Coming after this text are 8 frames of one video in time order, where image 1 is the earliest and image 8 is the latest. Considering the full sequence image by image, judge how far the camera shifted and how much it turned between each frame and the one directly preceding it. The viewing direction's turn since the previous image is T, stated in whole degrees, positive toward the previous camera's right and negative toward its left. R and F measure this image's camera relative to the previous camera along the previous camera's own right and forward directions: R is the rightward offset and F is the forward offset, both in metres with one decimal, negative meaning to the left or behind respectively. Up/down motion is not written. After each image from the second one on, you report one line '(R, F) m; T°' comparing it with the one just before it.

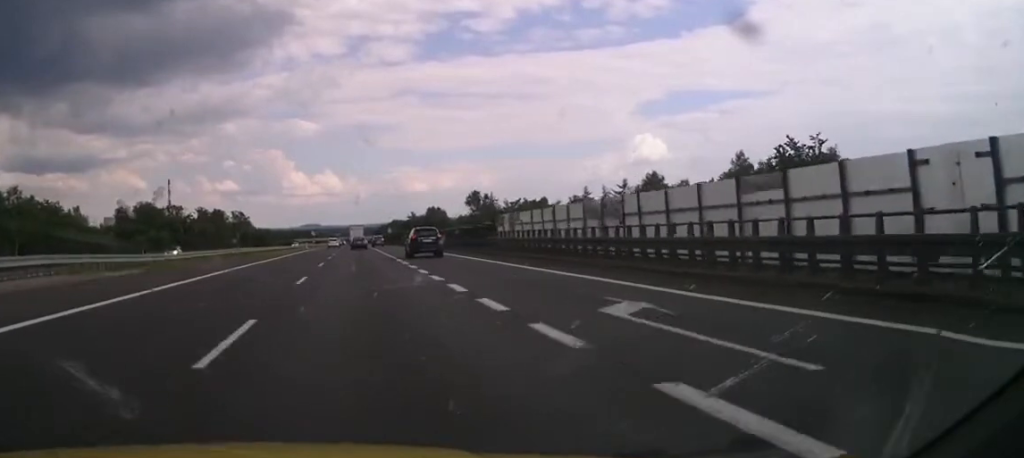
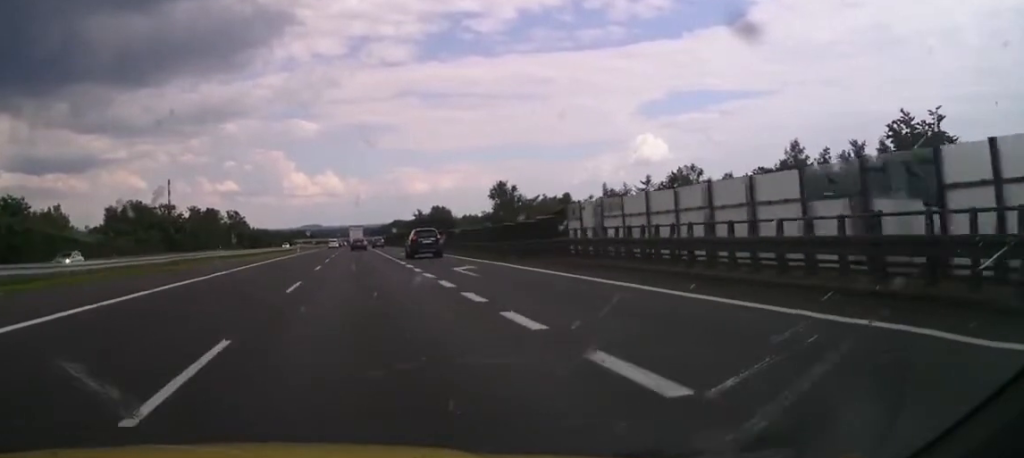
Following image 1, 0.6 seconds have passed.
(0.0, +13.8) m; 0°
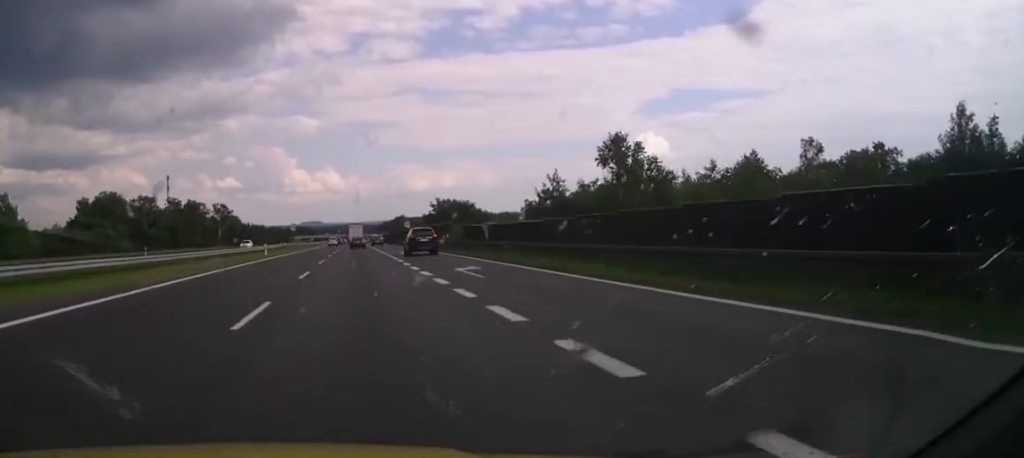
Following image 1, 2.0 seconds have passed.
(-0.1, +30.5) m; 0°
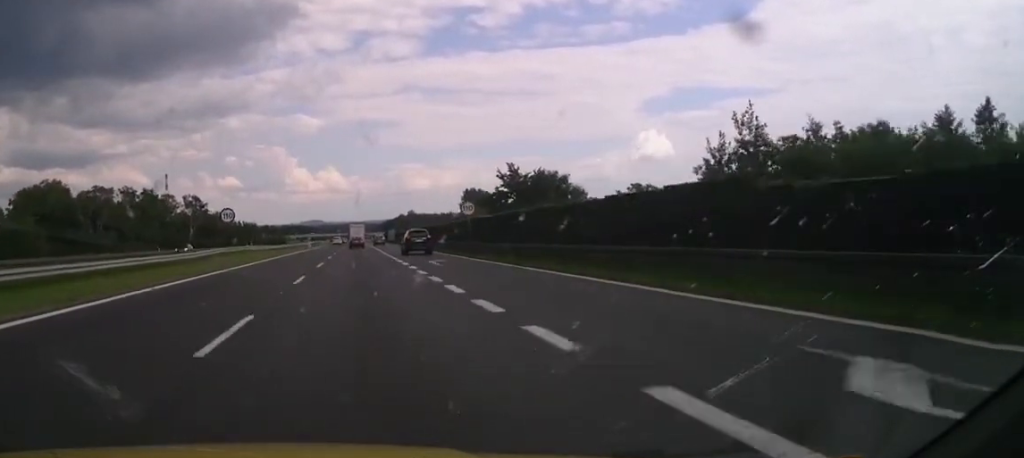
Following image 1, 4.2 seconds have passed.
(+0.4, +49.8) m; 0°
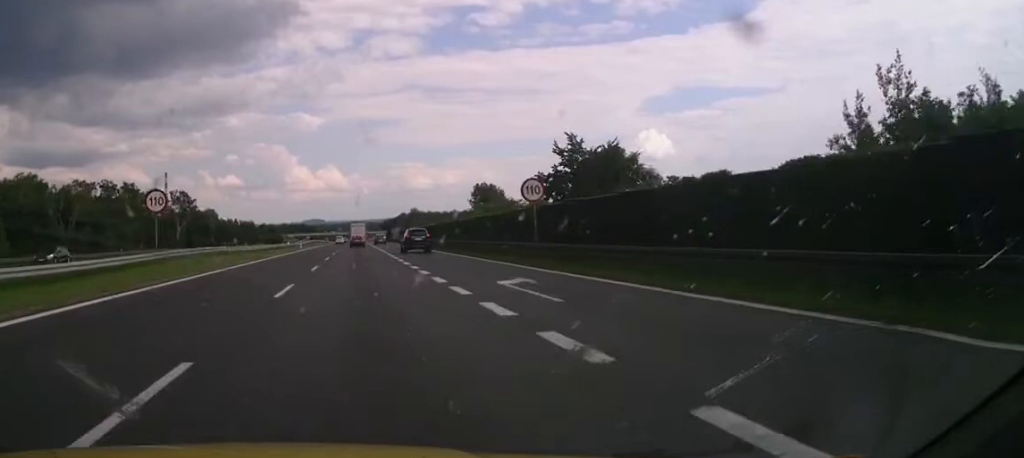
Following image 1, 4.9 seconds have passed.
(-0.1, +16.4) m; 0°
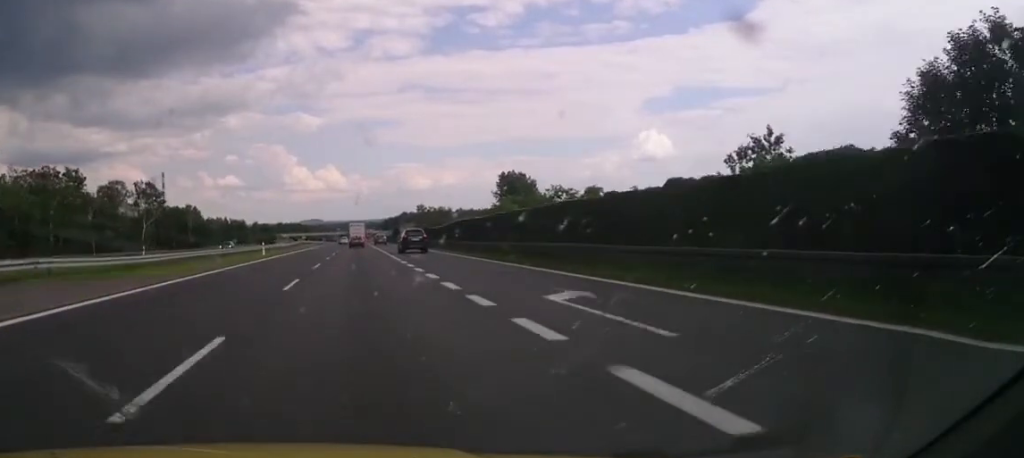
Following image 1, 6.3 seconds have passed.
(-0.2, +33.8) m; 0°
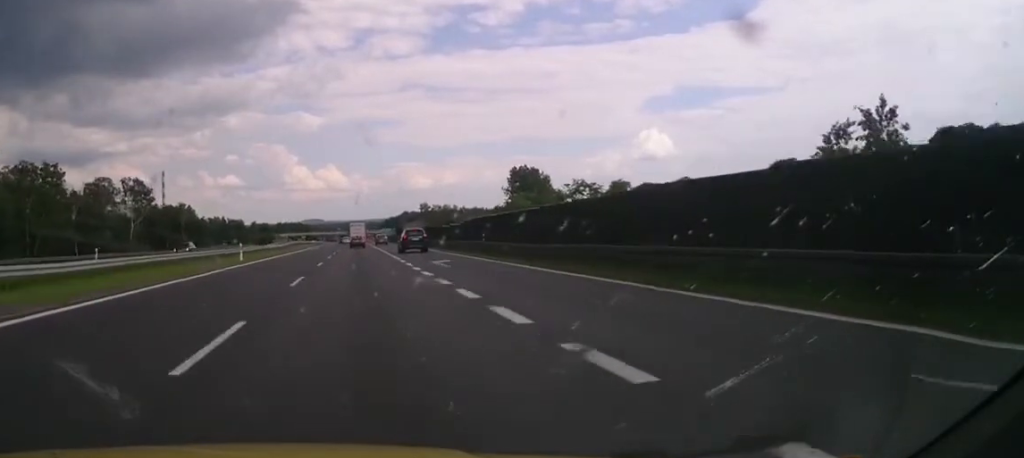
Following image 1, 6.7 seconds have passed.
(0.0, +10.3) m; 0°
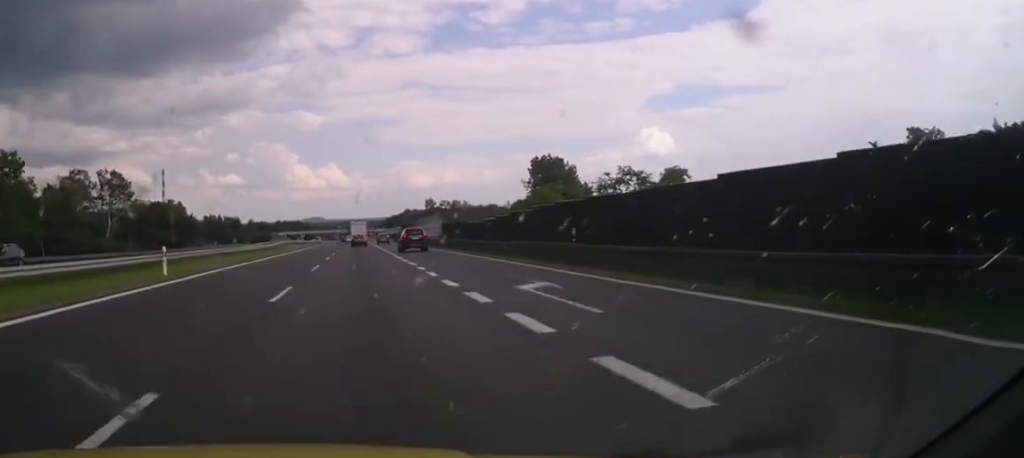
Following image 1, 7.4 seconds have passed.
(+0.1, +16.7) m; 0°
